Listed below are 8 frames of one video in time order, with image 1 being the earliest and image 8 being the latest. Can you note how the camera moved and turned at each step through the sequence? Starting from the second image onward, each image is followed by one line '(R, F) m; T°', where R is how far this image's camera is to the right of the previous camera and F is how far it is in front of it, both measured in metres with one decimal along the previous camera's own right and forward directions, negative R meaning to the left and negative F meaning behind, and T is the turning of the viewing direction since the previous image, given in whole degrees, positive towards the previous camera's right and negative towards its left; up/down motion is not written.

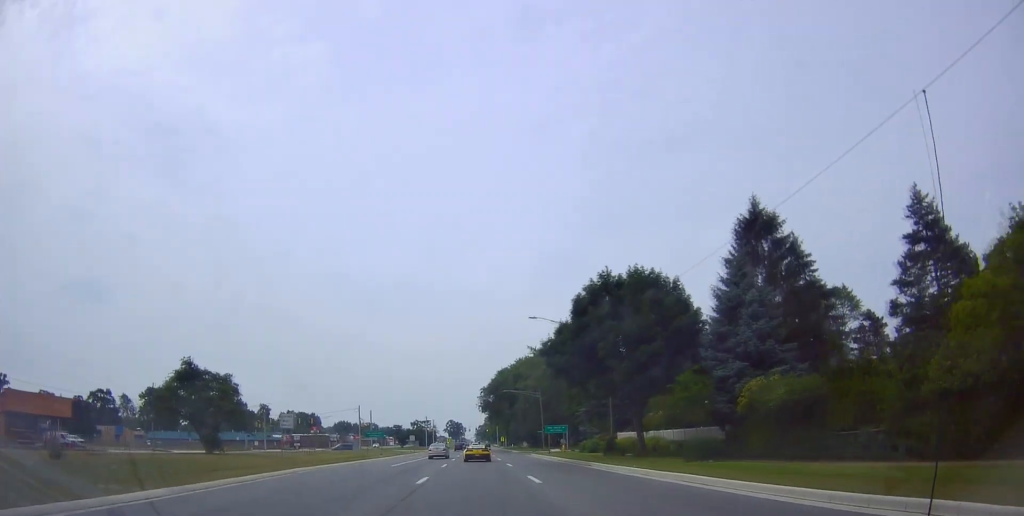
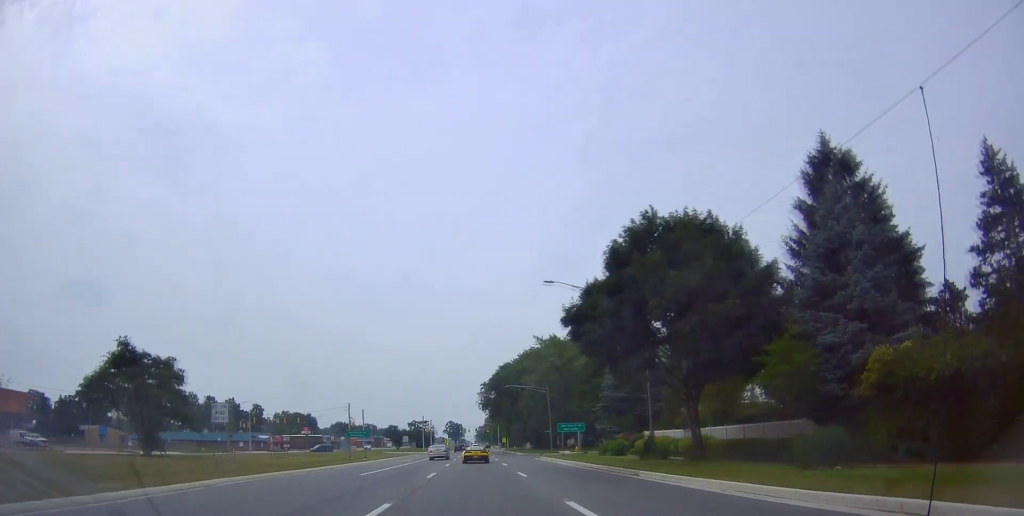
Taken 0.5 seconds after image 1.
(0.0, +9.7) m; +1°
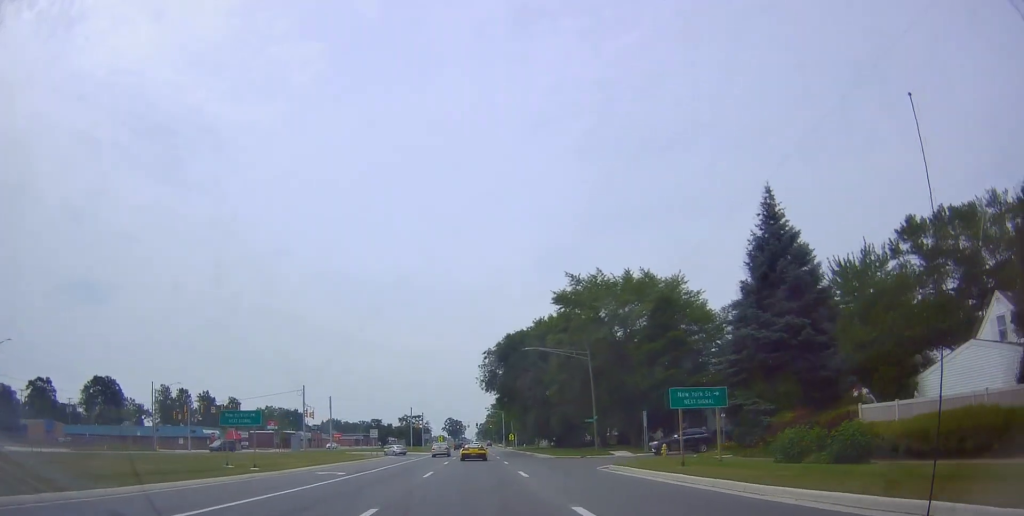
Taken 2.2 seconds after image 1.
(+0.8, +29.9) m; 0°
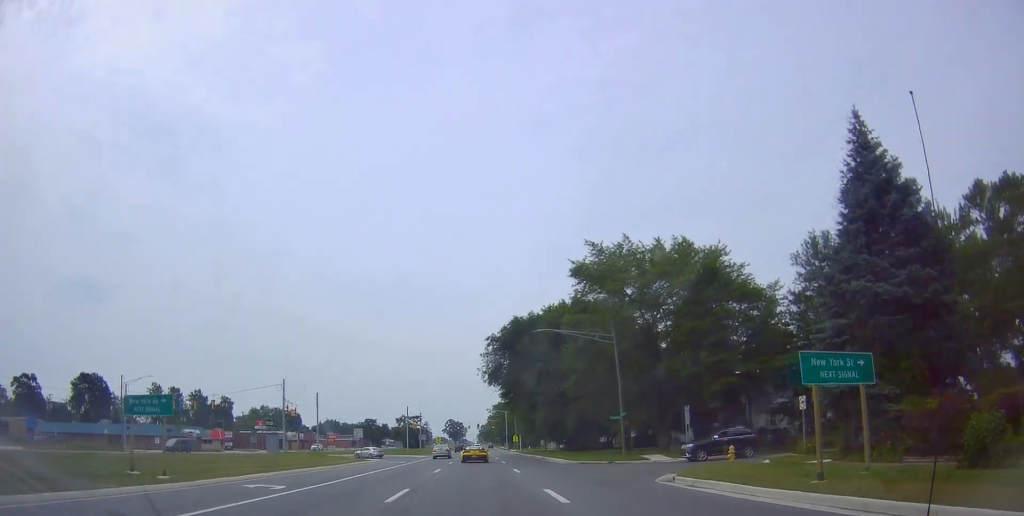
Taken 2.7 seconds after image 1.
(-0.3, +9.2) m; -1°
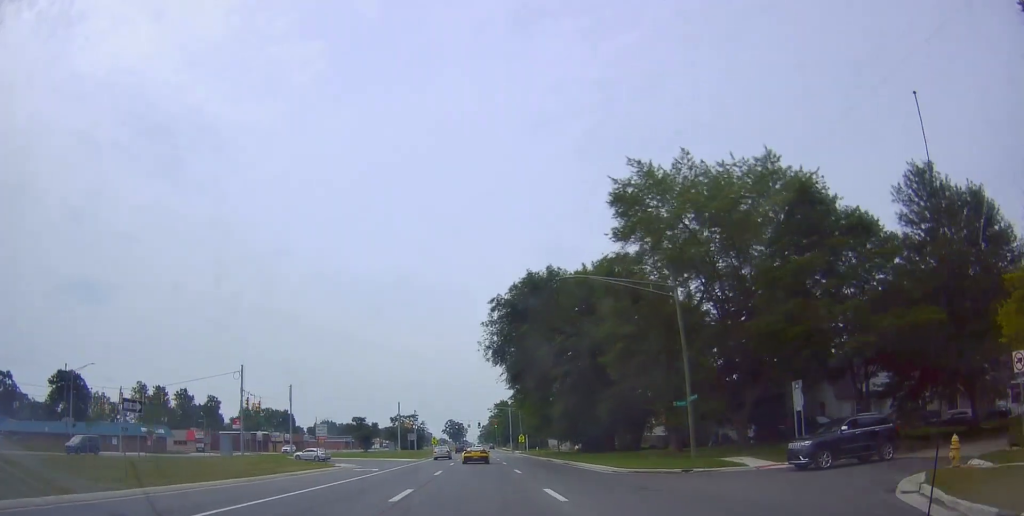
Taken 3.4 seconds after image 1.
(-0.2, +13.6) m; -1°
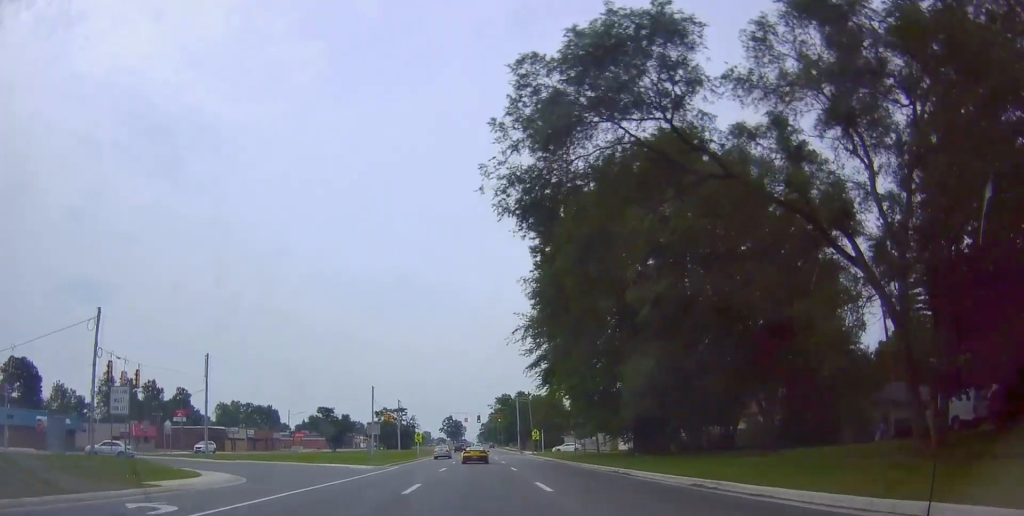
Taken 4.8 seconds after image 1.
(0.0, +25.4) m; 0°
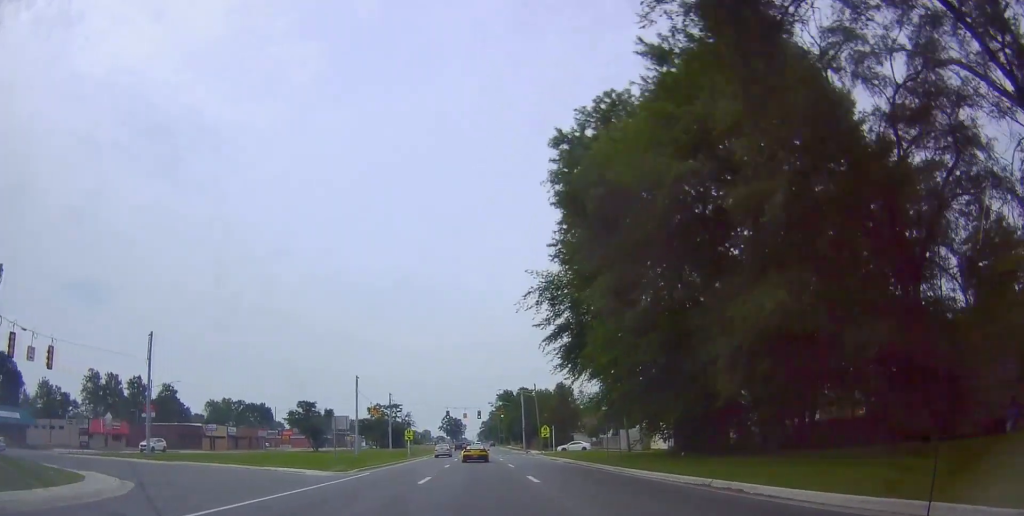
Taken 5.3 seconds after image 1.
(0.0, +10.6) m; 0°
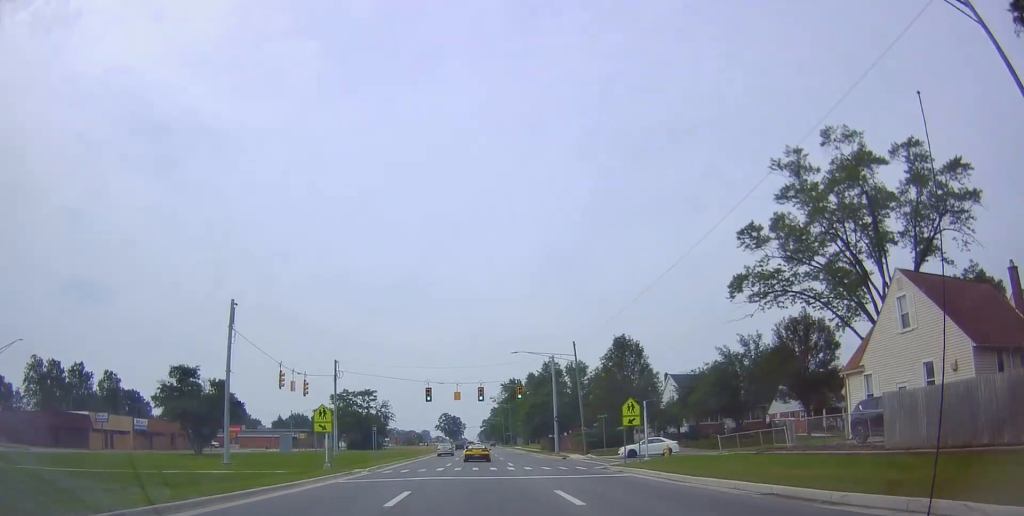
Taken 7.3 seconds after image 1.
(0.0, +36.1) m; 0°
